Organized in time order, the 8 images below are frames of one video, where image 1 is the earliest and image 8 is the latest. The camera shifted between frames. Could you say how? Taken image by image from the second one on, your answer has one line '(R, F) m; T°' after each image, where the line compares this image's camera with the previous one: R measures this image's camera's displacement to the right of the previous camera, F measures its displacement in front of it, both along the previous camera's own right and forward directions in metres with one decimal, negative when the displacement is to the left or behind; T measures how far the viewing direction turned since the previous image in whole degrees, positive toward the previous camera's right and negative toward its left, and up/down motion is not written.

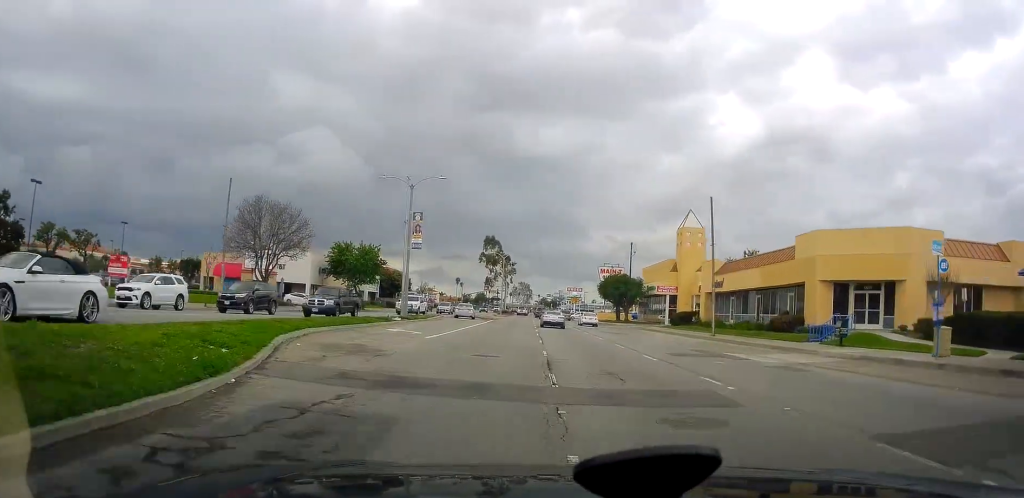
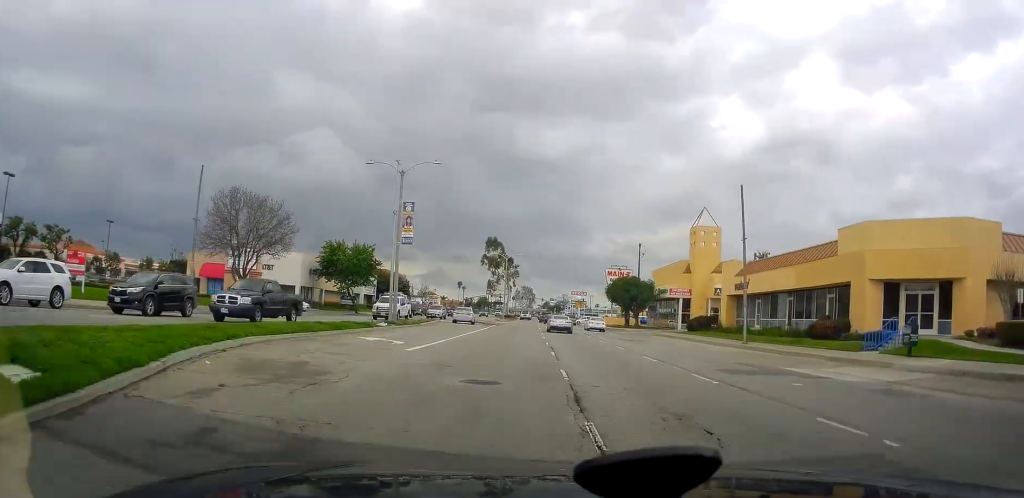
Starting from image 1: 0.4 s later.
(+0.2, +5.3) m; +1°
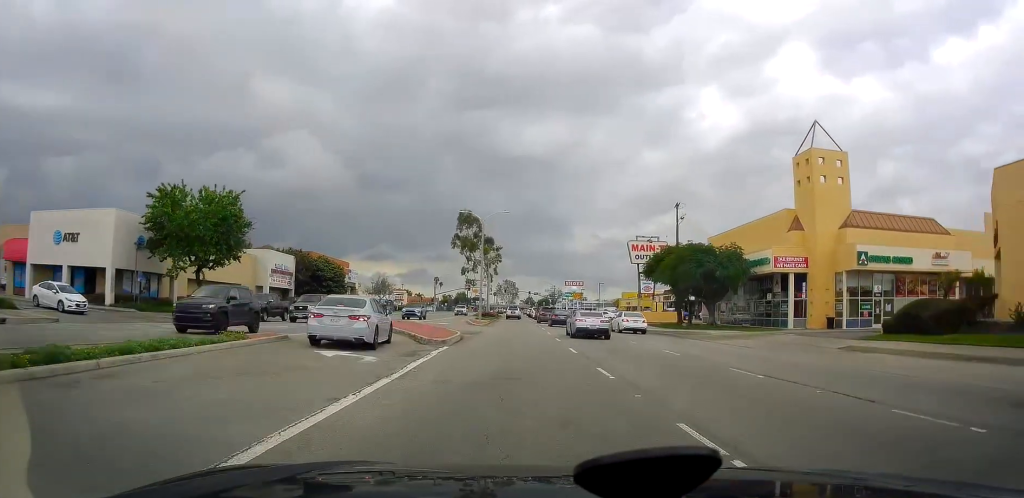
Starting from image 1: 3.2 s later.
(+0.7, +36.4) m; +1°
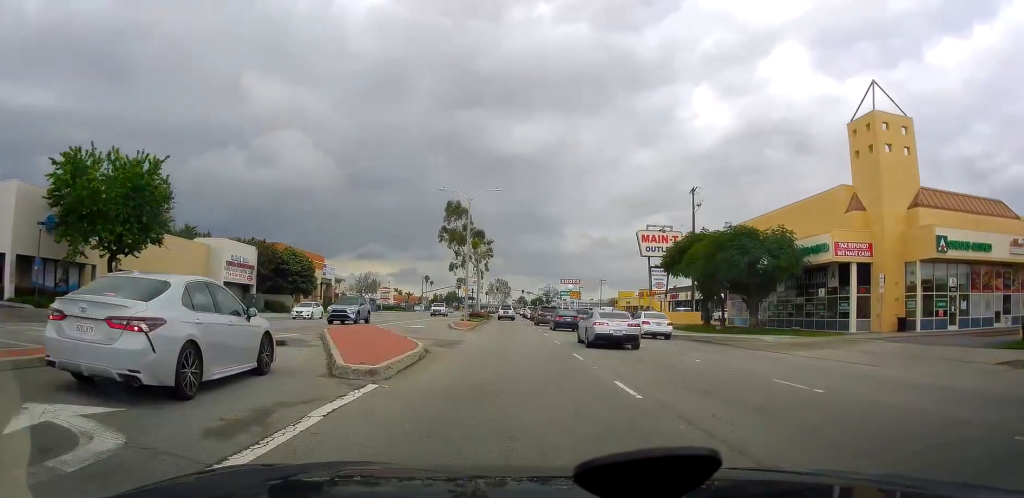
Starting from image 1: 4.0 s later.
(+0.3, +9.9) m; +2°
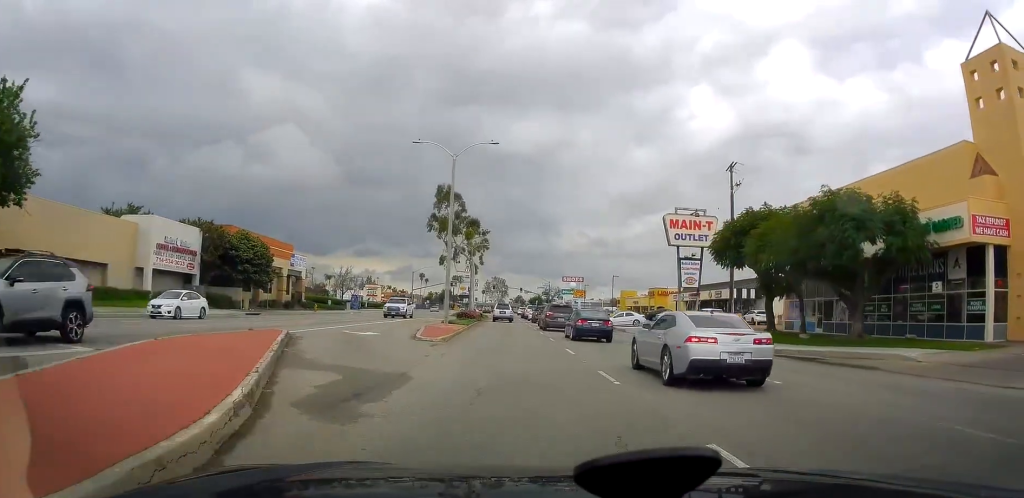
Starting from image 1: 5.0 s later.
(0.0, +12.8) m; -4°
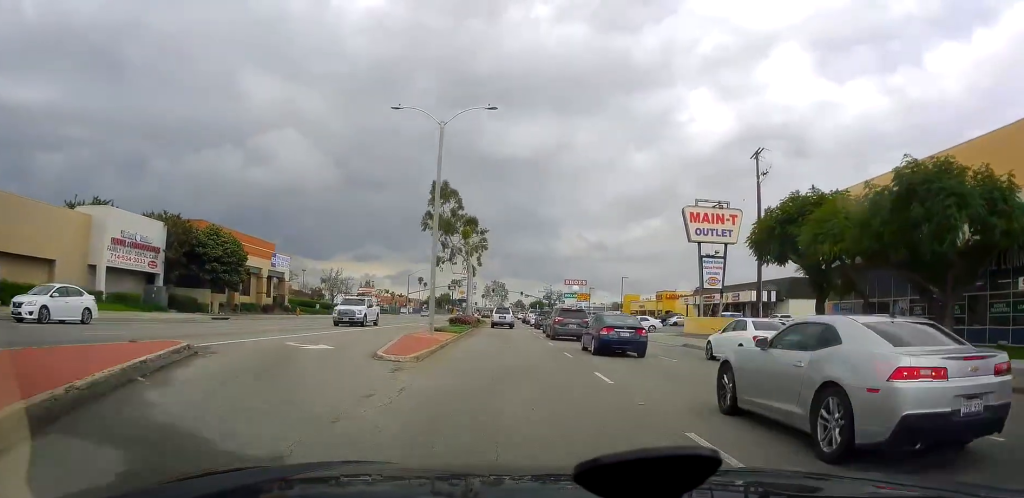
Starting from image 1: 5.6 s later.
(-0.5, +6.5) m; 0°
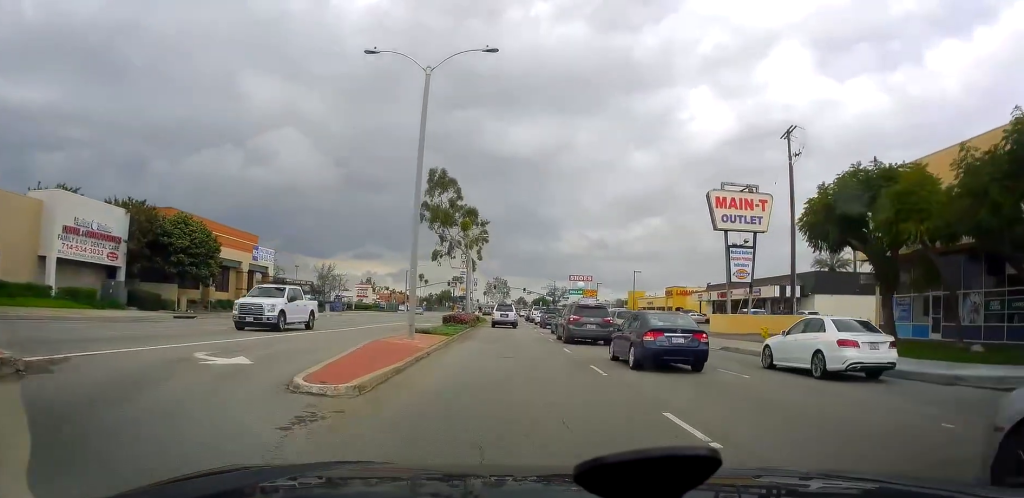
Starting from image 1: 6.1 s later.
(-0.3, +6.0) m; 0°
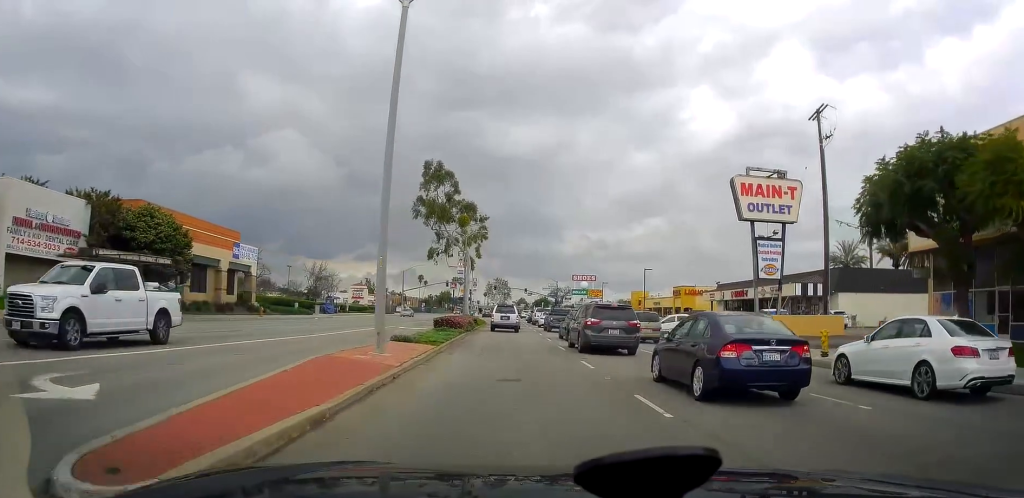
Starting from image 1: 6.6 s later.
(+0.4, +5.0) m; +2°
